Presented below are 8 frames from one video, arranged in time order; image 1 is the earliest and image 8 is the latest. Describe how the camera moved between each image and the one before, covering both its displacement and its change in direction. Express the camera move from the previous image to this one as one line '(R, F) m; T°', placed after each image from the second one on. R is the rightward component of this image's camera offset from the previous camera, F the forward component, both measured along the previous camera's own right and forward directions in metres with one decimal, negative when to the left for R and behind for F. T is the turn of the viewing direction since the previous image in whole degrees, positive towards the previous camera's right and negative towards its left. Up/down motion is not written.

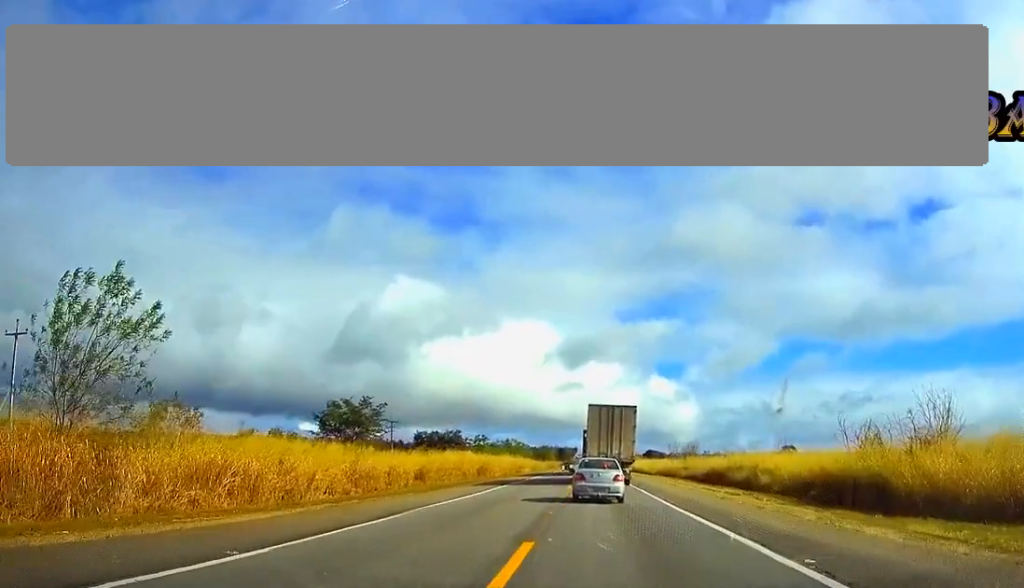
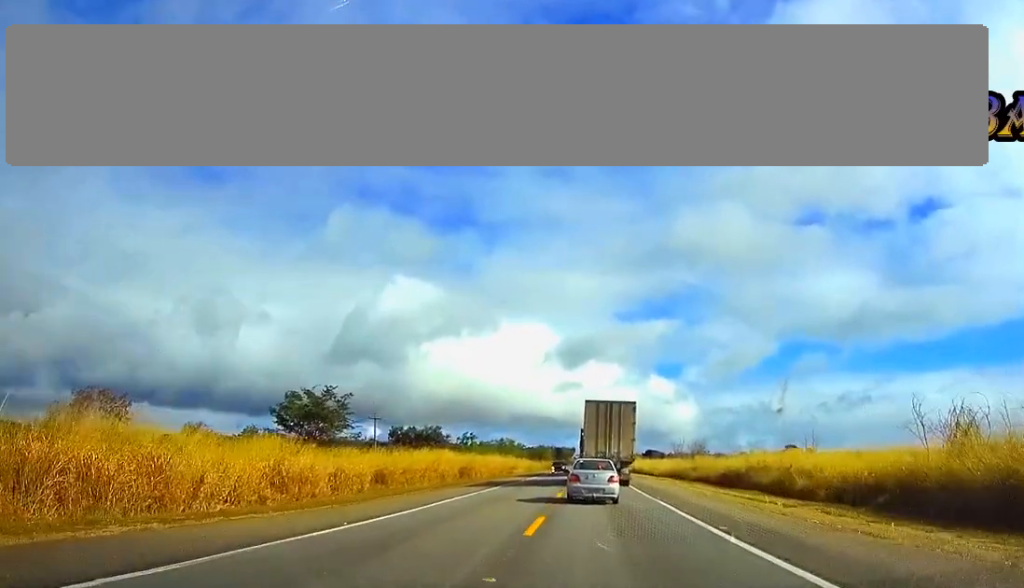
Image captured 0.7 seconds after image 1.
(0.0, +11.1) m; 0°
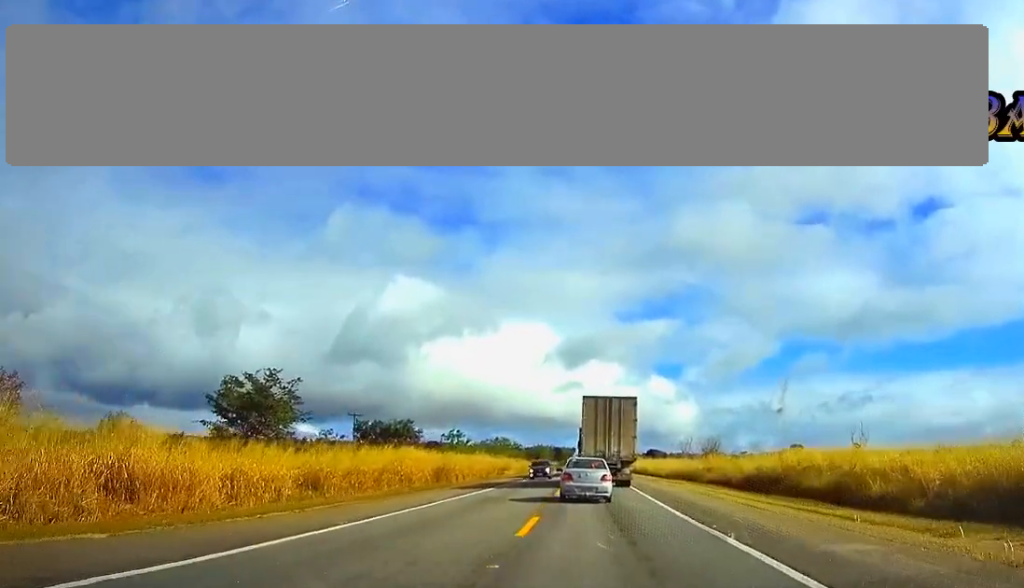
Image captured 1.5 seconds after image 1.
(-0.1, +13.0) m; 0°
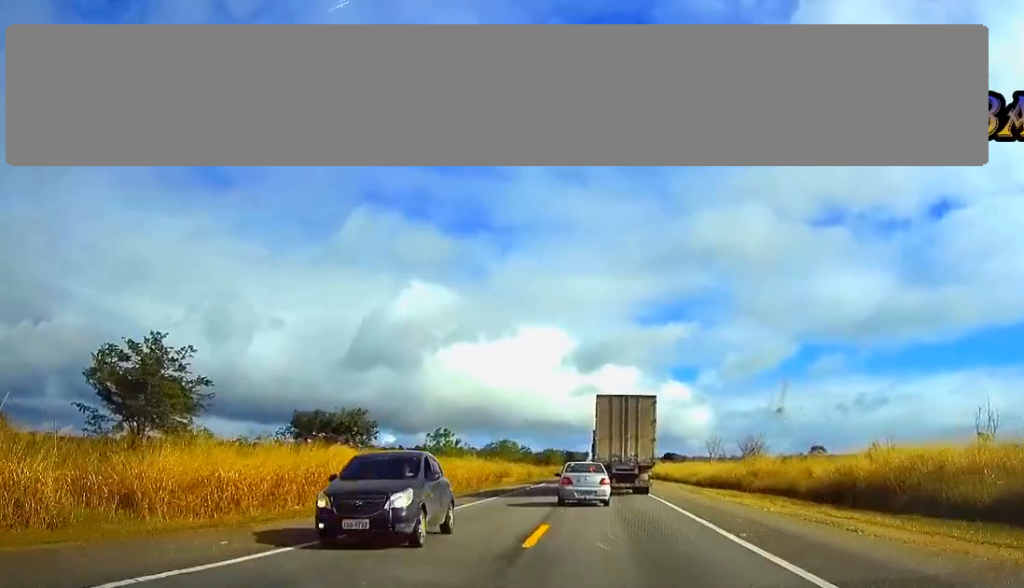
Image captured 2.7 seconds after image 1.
(-0.1, +18.4) m; 0°
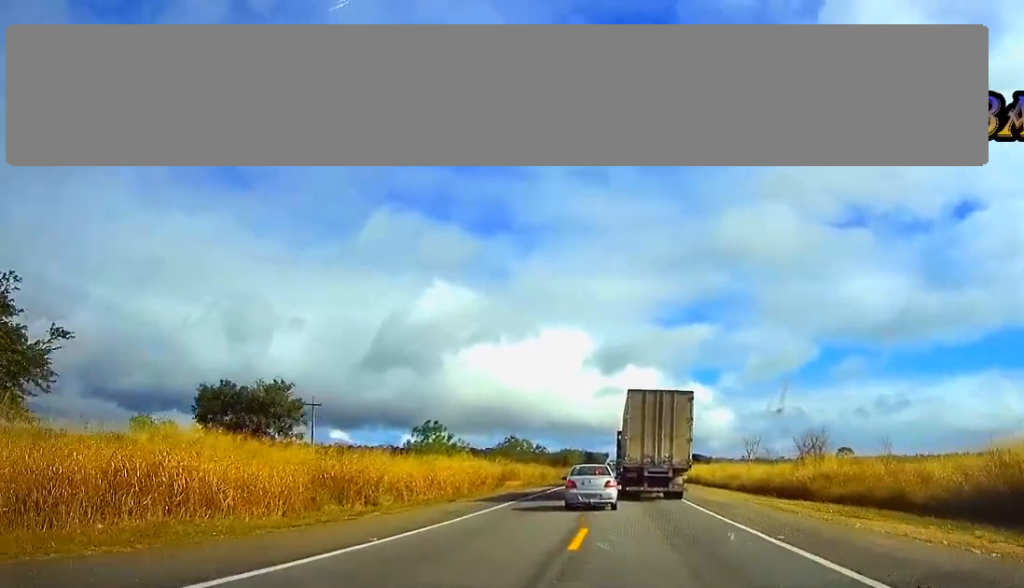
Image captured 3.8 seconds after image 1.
(0.0, +16.5) m; 0°
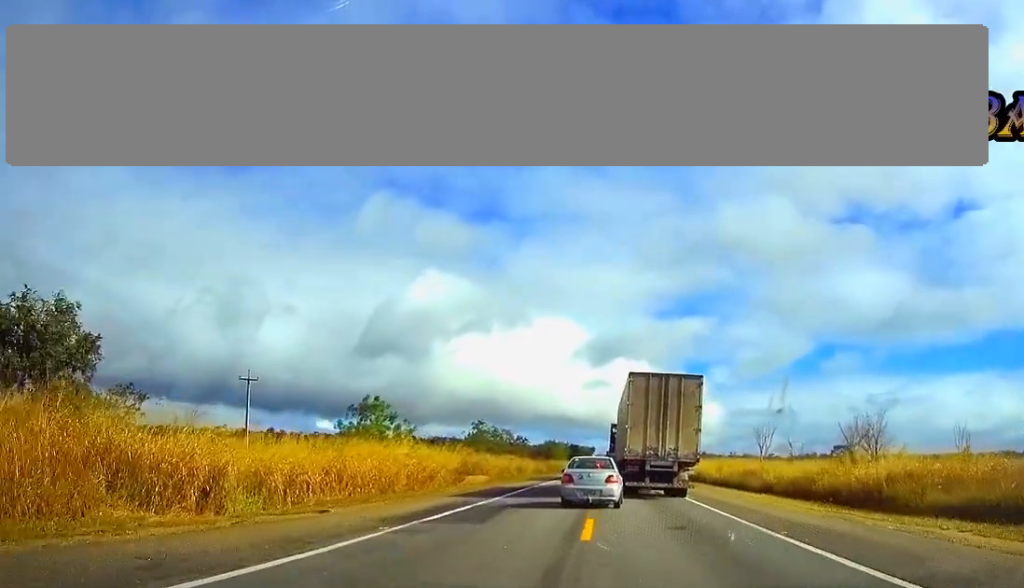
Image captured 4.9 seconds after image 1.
(0.0, +16.4) m; 0°
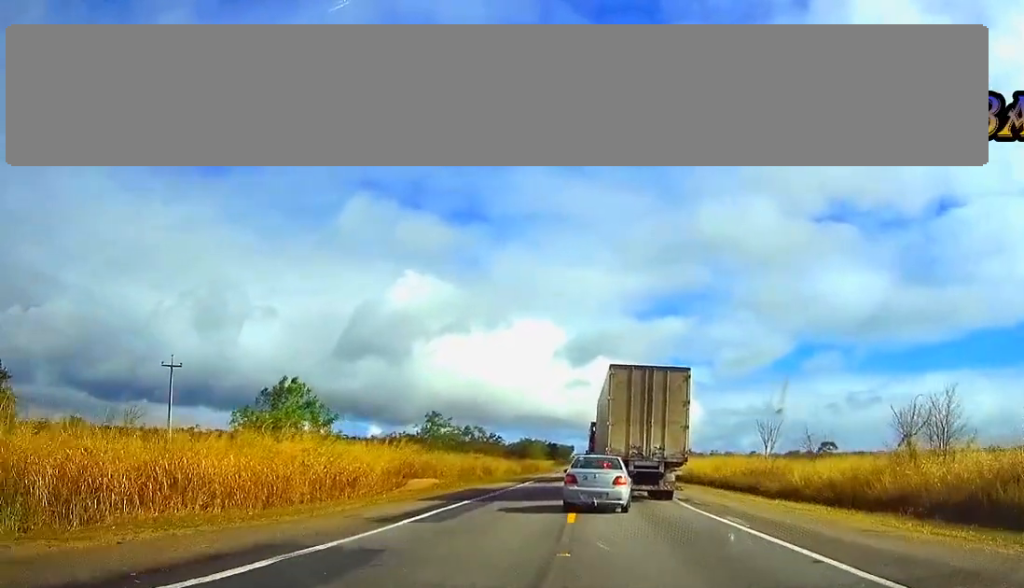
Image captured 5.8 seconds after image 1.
(0.0, +13.2) m; 0°
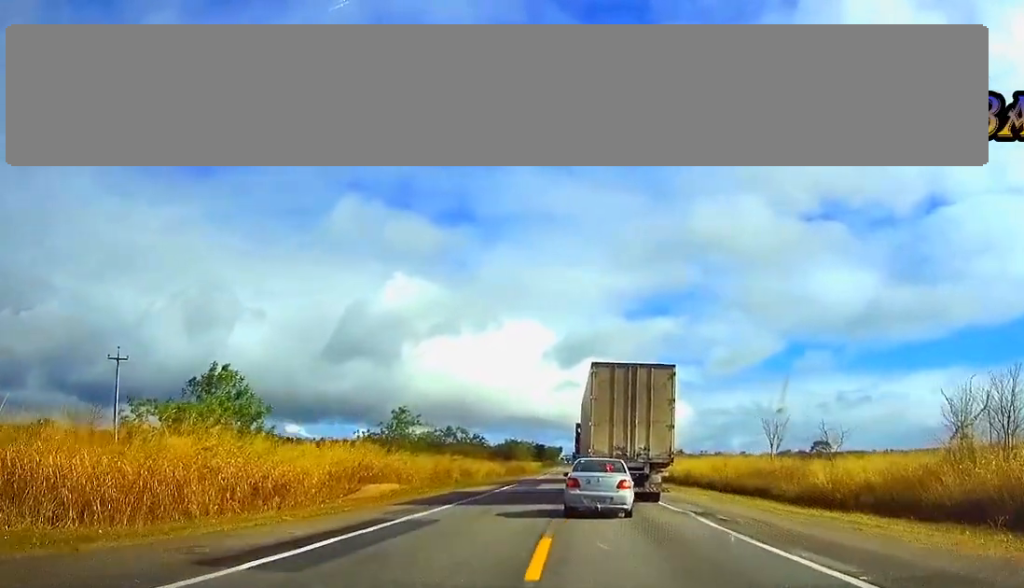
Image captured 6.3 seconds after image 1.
(0.0, +8.0) m; 0°
